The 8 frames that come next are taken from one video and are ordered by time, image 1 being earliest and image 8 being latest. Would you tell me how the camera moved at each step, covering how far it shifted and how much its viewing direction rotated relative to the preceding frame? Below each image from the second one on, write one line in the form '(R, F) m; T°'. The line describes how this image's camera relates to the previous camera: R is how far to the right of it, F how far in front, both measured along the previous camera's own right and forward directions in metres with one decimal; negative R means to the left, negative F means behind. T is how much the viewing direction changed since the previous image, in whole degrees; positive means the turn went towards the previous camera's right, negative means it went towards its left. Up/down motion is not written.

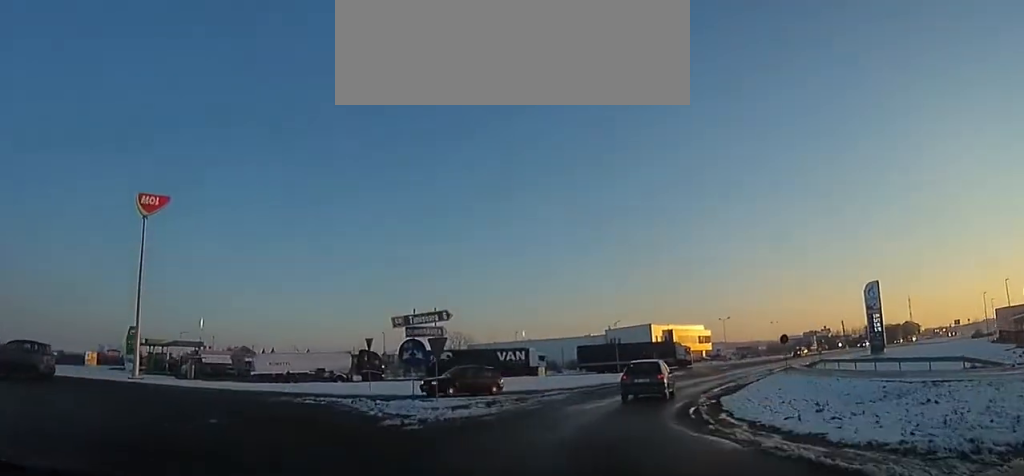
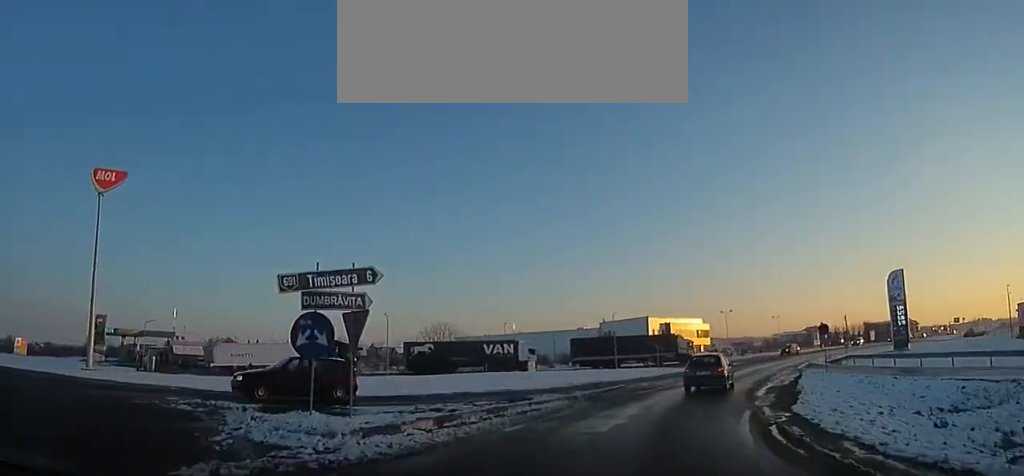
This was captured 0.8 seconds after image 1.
(-0.8, +6.1) m; 0°
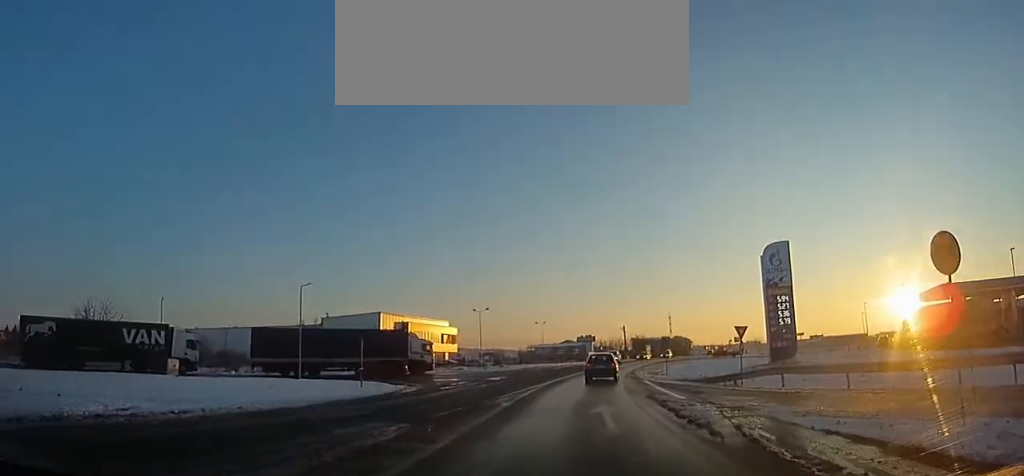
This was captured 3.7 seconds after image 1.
(+2.3, +22.8) m; +17°
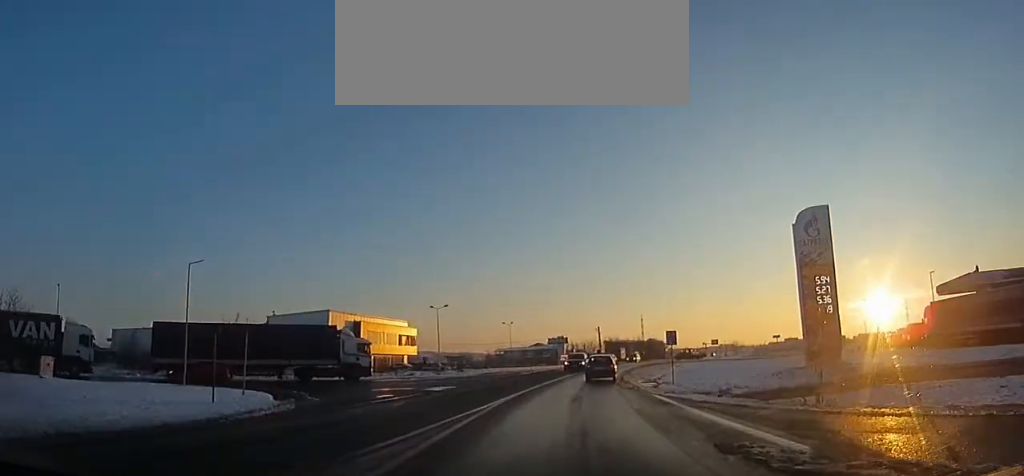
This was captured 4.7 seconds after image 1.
(+1.0, +8.8) m; +5°
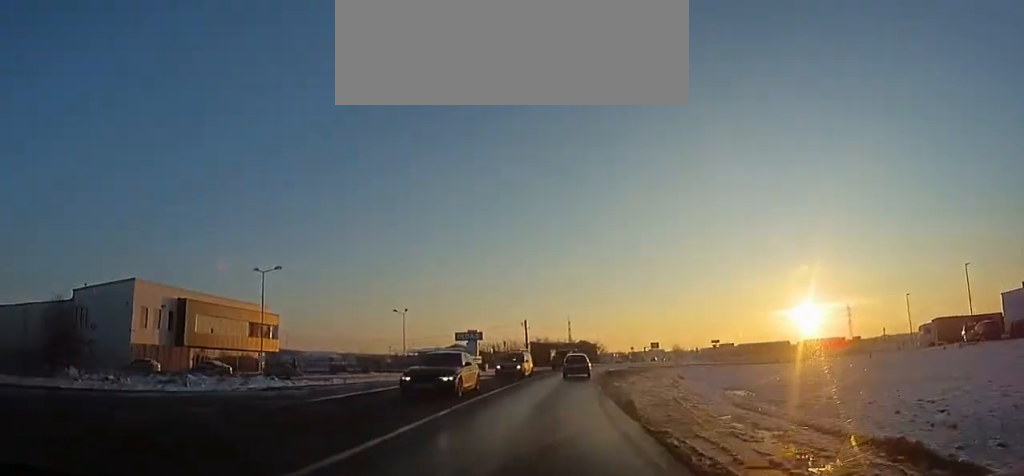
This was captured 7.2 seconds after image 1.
(+2.4, +25.8) m; +7°
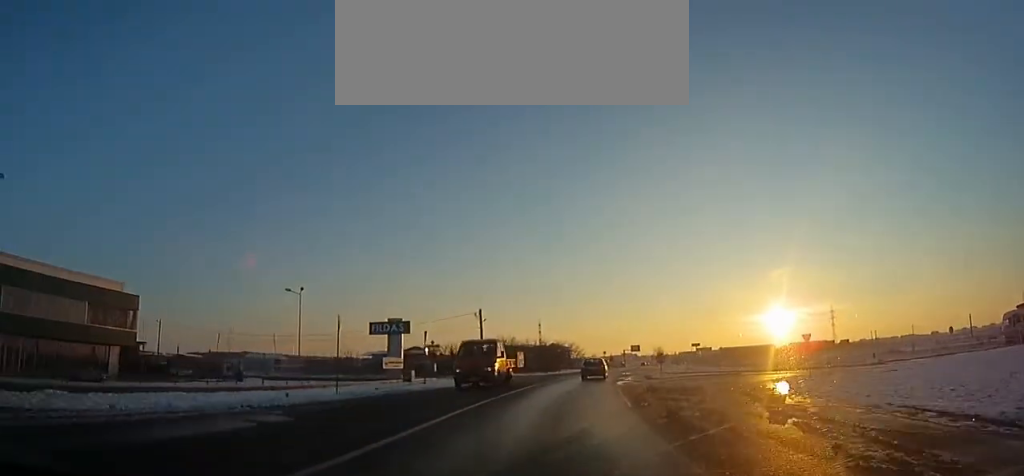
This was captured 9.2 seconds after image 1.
(+0.1, +23.0) m; +4°
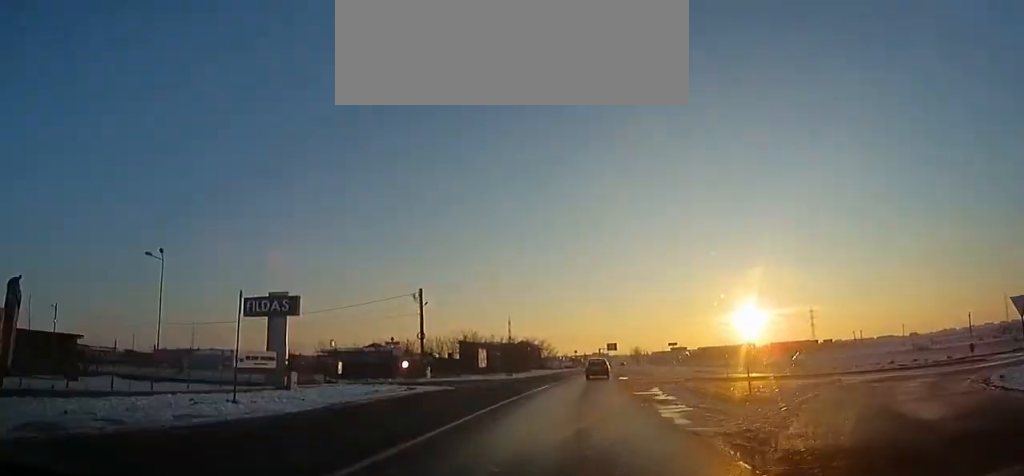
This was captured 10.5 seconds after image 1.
(+0.9, +15.6) m; +4°
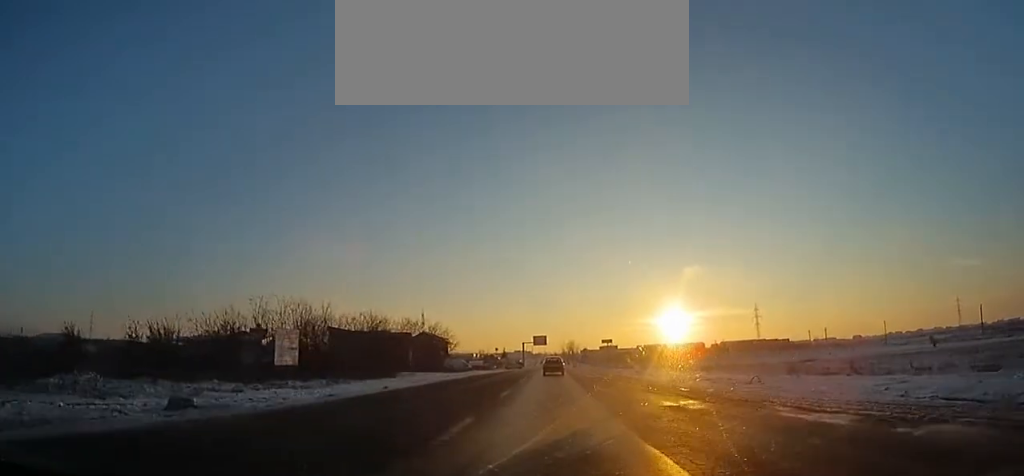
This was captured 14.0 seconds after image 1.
(+3.7, +45.8) m; +7°
